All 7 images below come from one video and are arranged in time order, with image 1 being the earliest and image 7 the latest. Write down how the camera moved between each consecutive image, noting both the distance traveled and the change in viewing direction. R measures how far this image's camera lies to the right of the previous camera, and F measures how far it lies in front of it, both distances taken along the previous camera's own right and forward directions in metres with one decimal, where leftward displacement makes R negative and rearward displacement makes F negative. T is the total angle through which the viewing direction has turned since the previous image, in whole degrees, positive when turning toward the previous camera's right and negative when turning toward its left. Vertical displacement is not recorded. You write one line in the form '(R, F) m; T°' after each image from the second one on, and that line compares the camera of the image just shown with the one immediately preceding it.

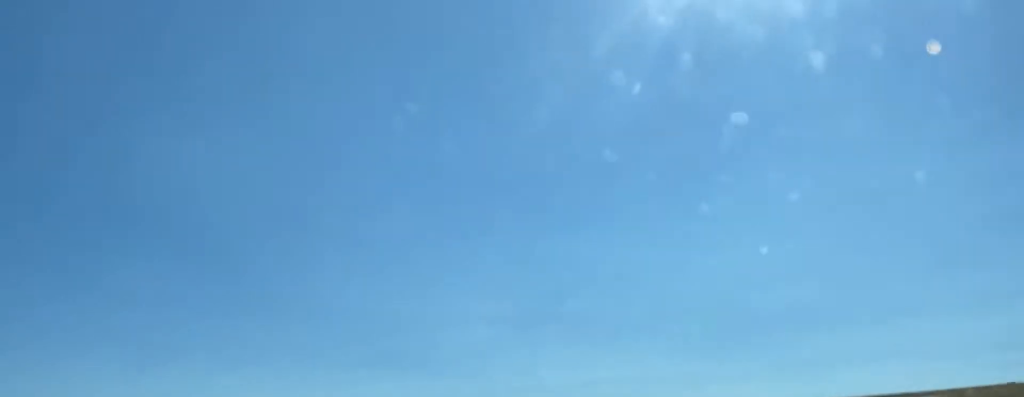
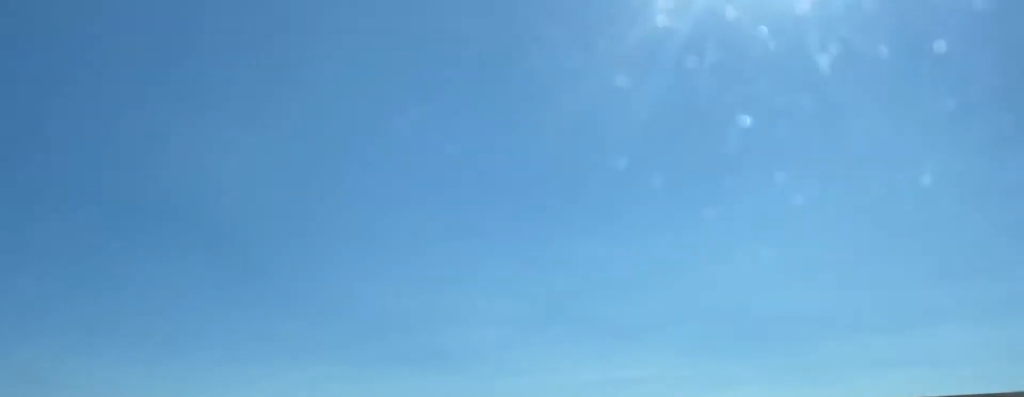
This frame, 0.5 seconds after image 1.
(-0.5, +14.1) m; +2°
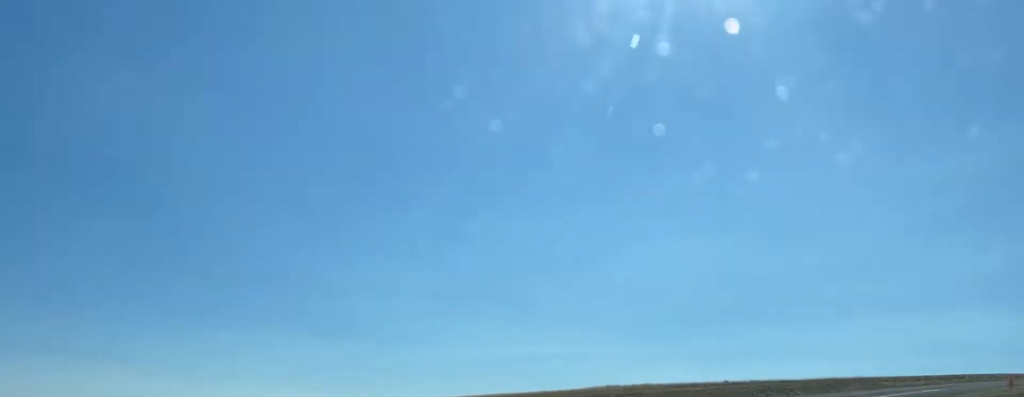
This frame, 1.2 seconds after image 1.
(+0.4, +19.9) m; +9°
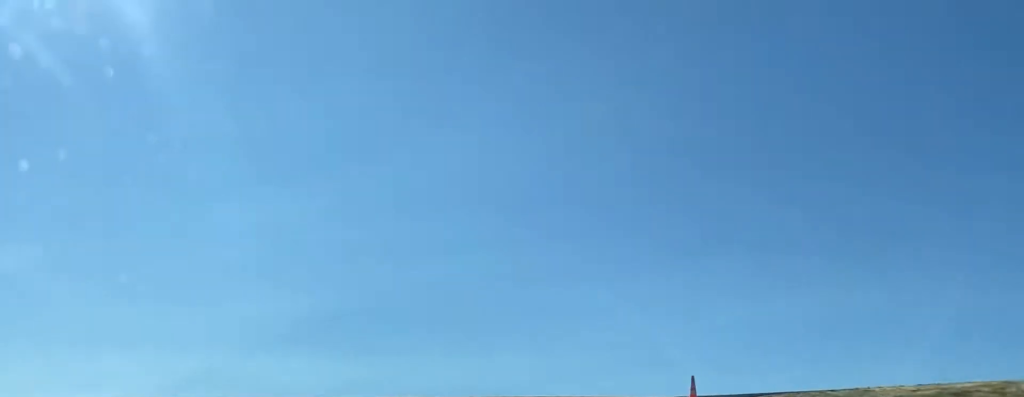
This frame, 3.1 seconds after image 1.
(+18.7, +42.1) m; +52°
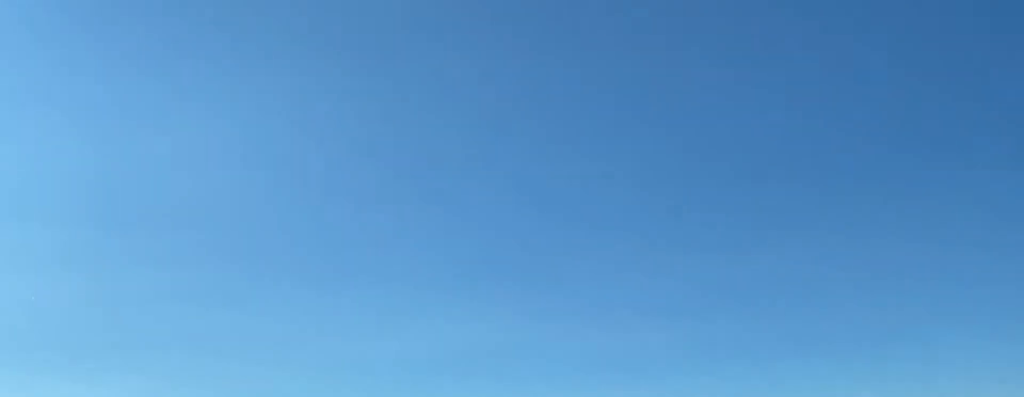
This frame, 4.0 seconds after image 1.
(+4.7, +23.9) m; +22°
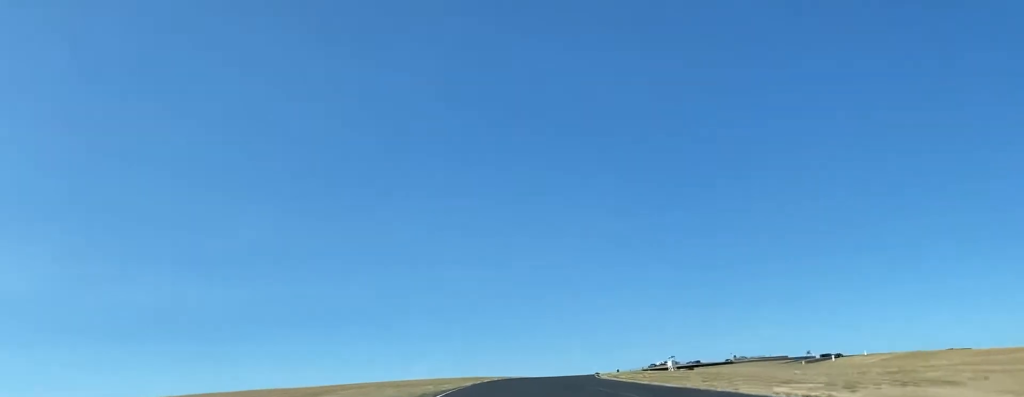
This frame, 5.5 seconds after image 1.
(+12.6, +40.5) m; +27°
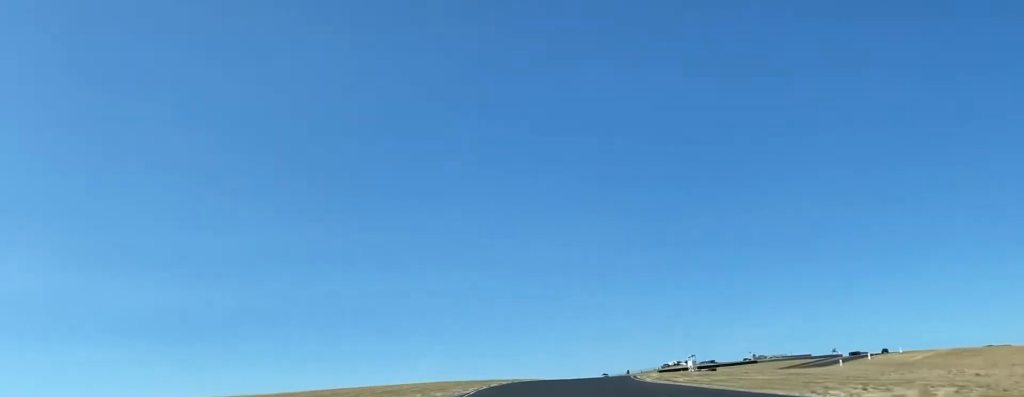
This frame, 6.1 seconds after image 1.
(+1.7, +21.7) m; +5°
